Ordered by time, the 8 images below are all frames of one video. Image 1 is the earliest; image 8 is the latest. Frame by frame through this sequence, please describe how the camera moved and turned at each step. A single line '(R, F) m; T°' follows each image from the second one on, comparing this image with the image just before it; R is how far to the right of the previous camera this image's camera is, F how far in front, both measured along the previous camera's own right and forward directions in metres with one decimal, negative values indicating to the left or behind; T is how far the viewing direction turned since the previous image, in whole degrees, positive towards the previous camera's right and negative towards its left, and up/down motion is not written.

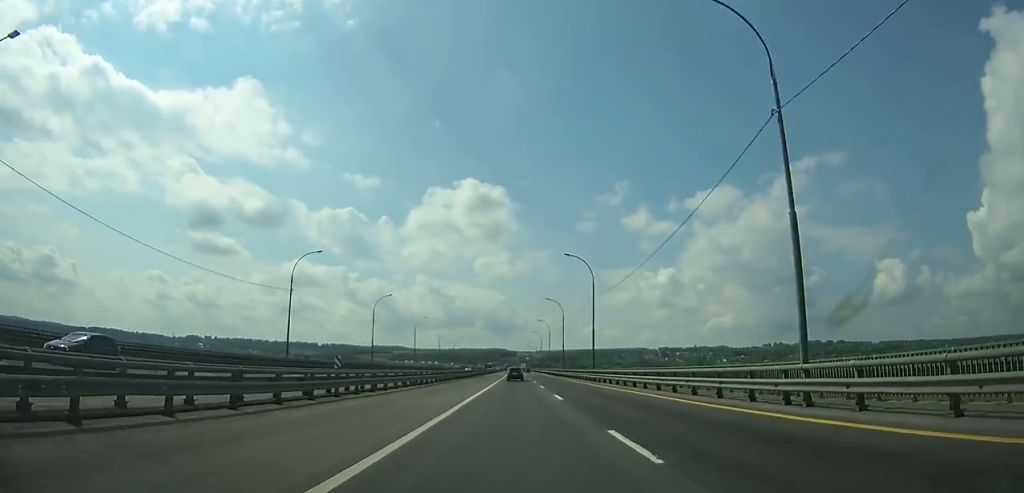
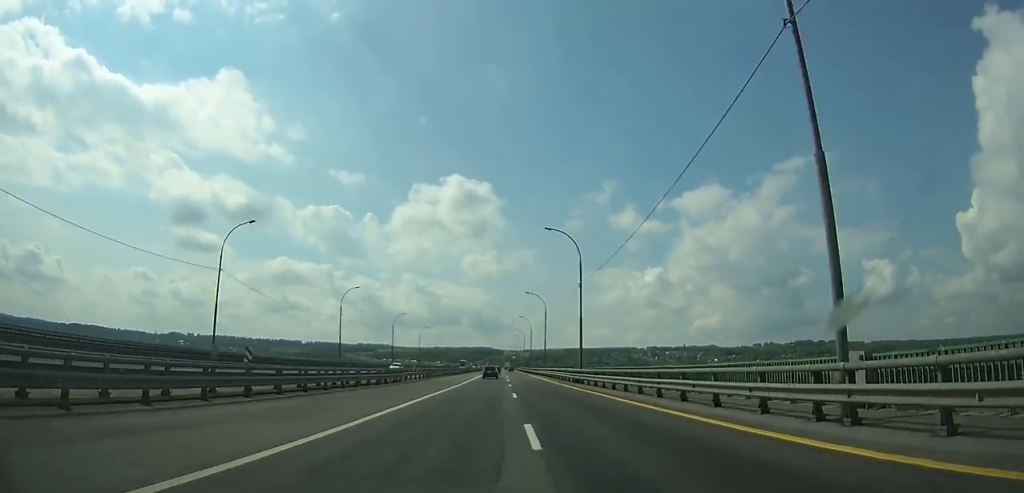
(+0.5, +45.3) m; 0°
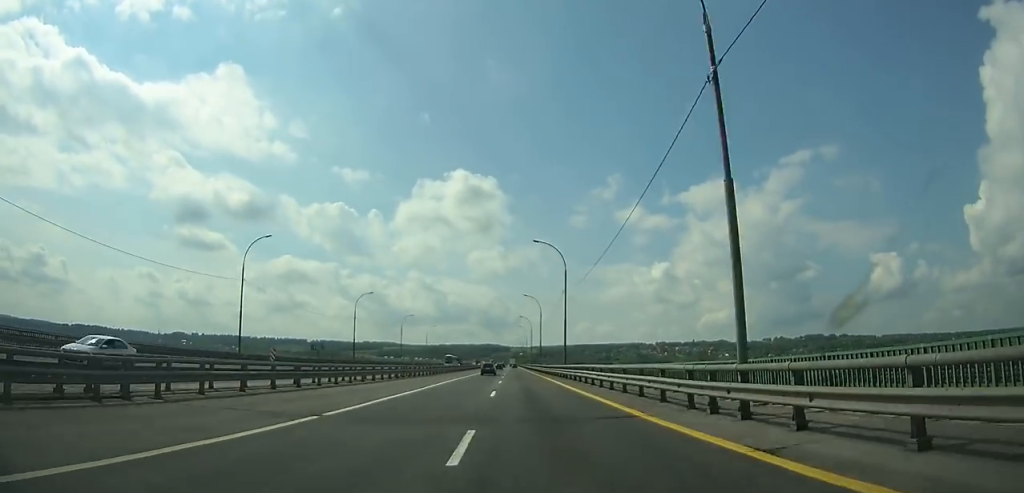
(-0.1, +34.5) m; 0°
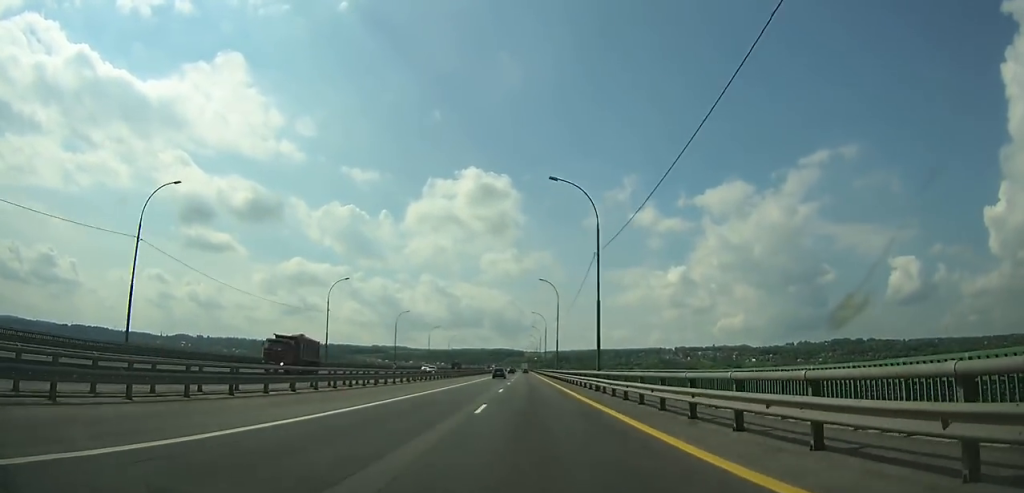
(-1.1, +102.8) m; -1°
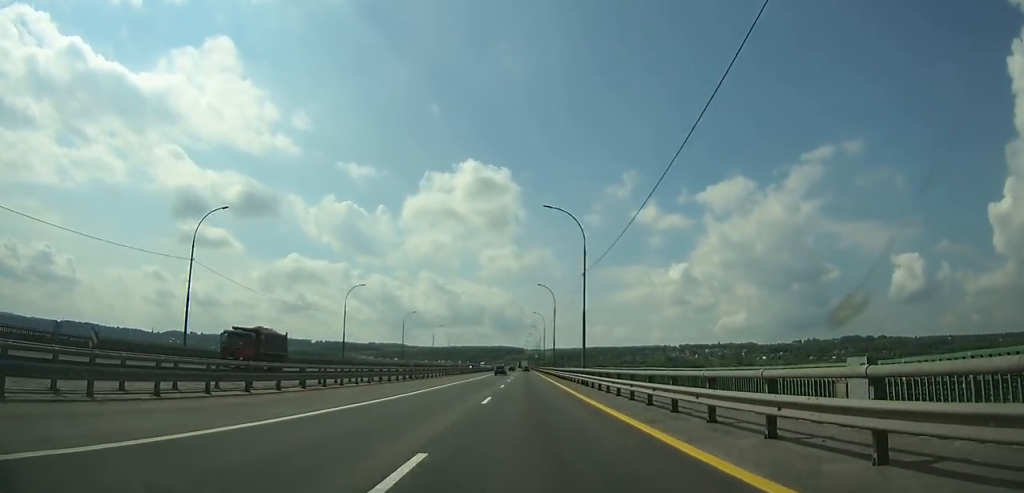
(-0.3, +74.5) m; 0°
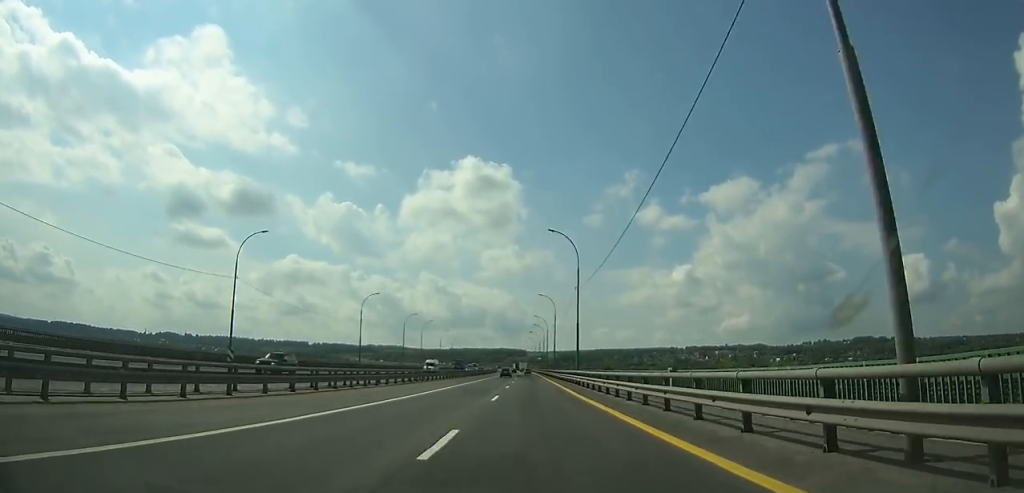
(0.0, +72.2) m; 0°
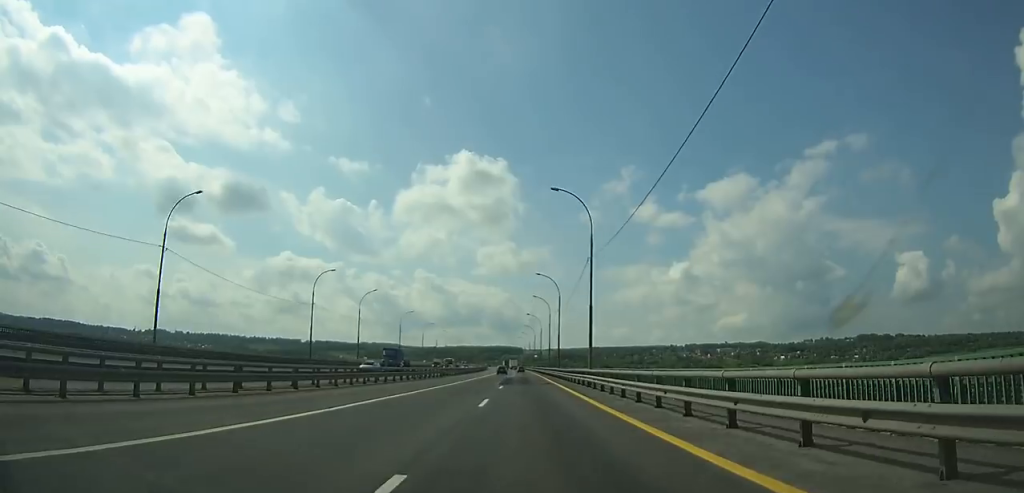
(+0.1, +48.7) m; 0°
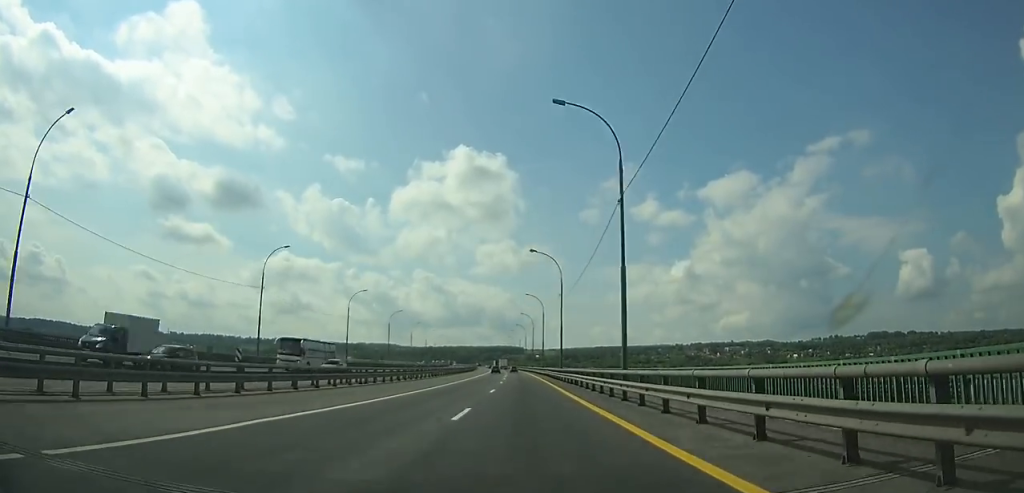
(+0.1, +65.6) m; 0°
